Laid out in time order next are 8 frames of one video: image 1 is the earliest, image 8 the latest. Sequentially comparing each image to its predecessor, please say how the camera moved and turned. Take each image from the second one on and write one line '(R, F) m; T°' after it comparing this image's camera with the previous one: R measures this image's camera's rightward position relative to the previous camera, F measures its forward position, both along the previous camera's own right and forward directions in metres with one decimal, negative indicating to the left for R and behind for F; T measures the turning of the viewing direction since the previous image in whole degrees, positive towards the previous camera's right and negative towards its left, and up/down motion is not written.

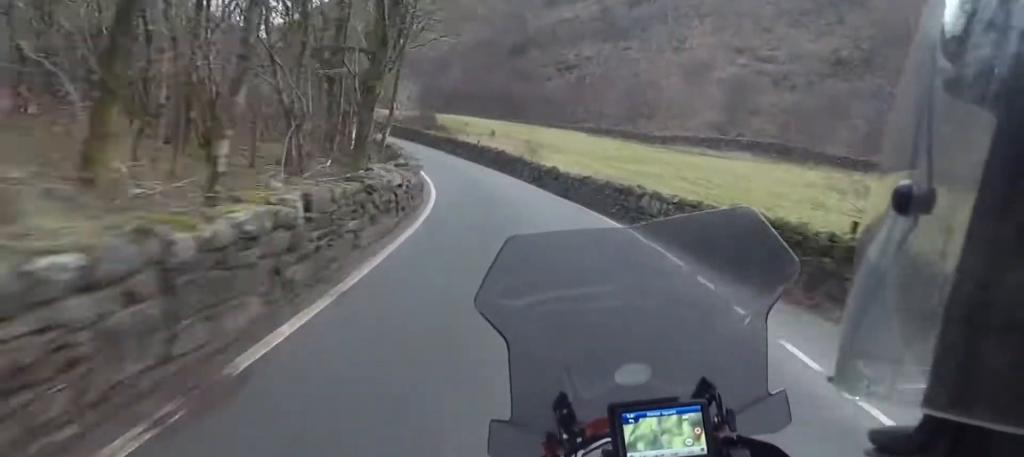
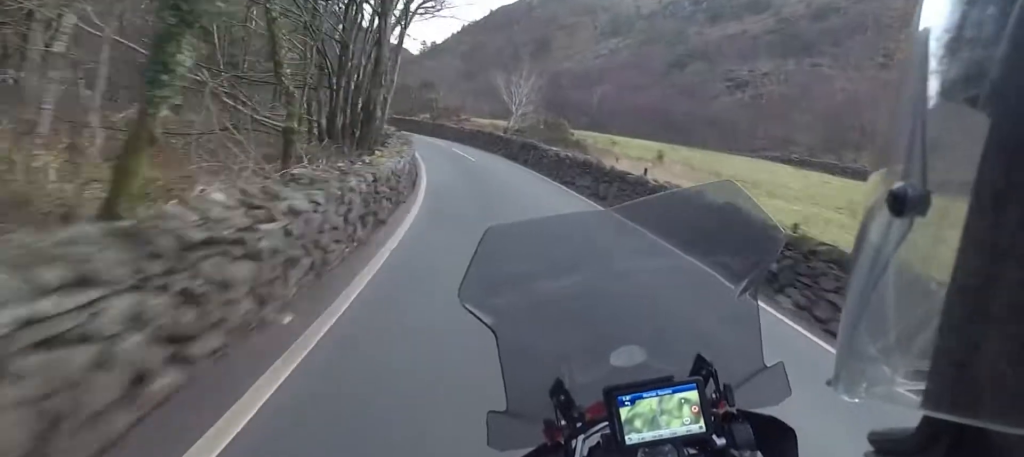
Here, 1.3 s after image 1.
(-4.1, +21.7) m; -17°
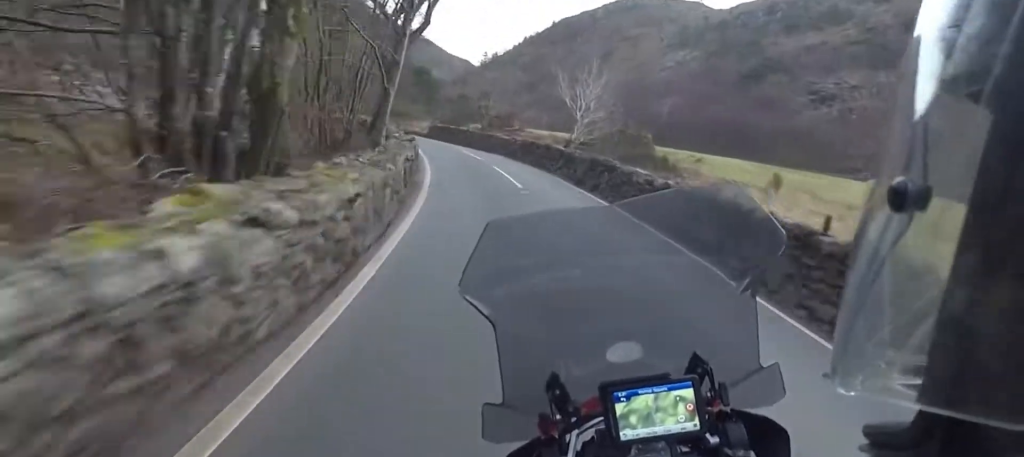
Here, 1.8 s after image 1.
(-0.5, +8.5) m; -4°
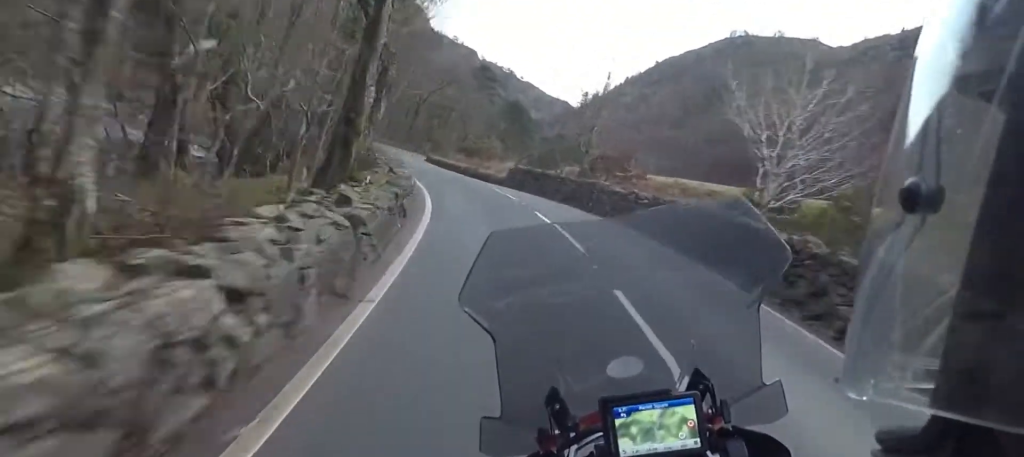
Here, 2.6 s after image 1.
(-0.8, +14.1) m; -7°
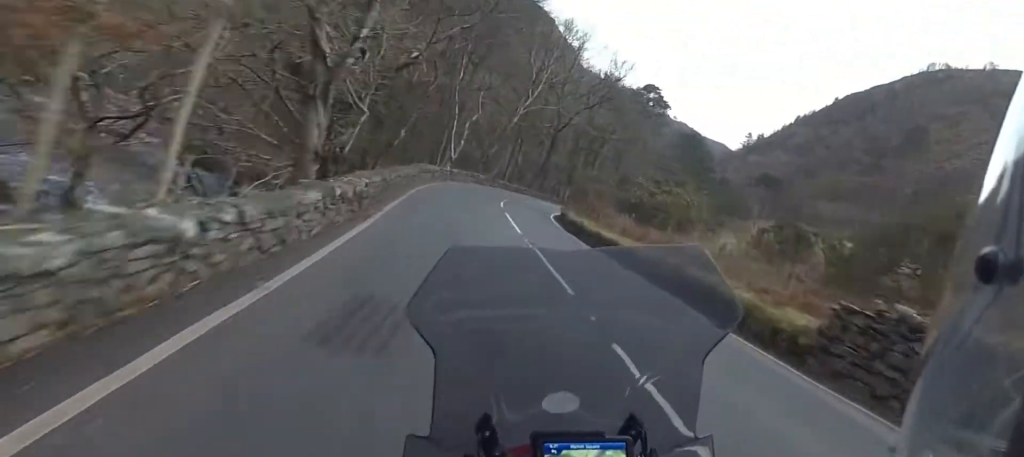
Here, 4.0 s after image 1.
(-2.8, +26.0) m; -8°
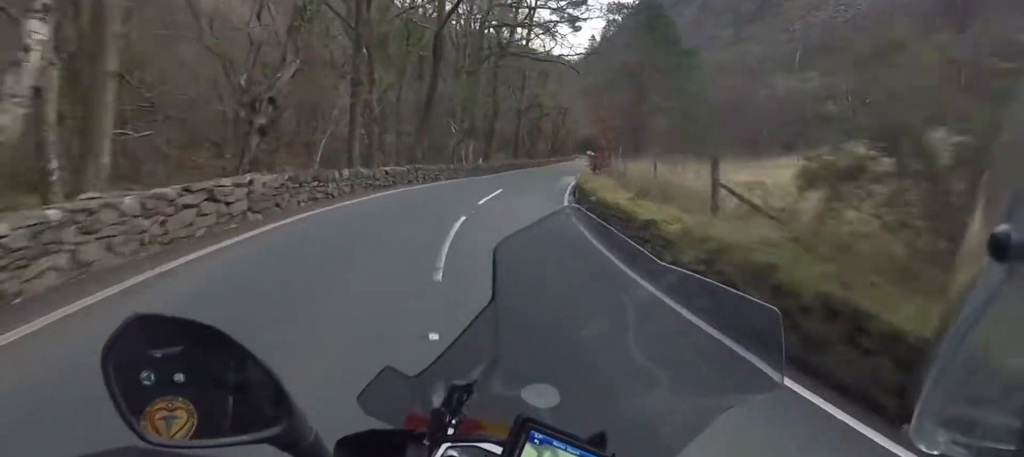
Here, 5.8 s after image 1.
(+3.2, +32.5) m; +14°
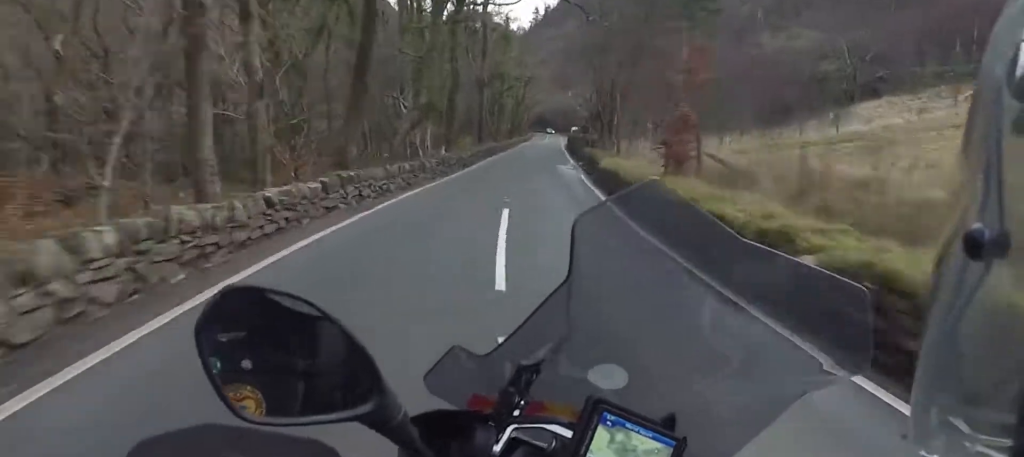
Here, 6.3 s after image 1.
(+0.5, +11.6) m; +5°
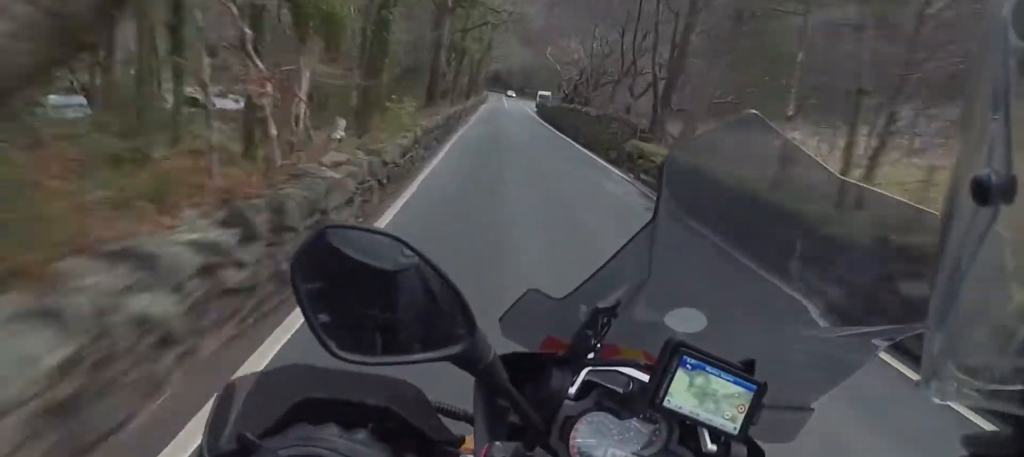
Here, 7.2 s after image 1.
(+1.5, +18.4) m; +5°
